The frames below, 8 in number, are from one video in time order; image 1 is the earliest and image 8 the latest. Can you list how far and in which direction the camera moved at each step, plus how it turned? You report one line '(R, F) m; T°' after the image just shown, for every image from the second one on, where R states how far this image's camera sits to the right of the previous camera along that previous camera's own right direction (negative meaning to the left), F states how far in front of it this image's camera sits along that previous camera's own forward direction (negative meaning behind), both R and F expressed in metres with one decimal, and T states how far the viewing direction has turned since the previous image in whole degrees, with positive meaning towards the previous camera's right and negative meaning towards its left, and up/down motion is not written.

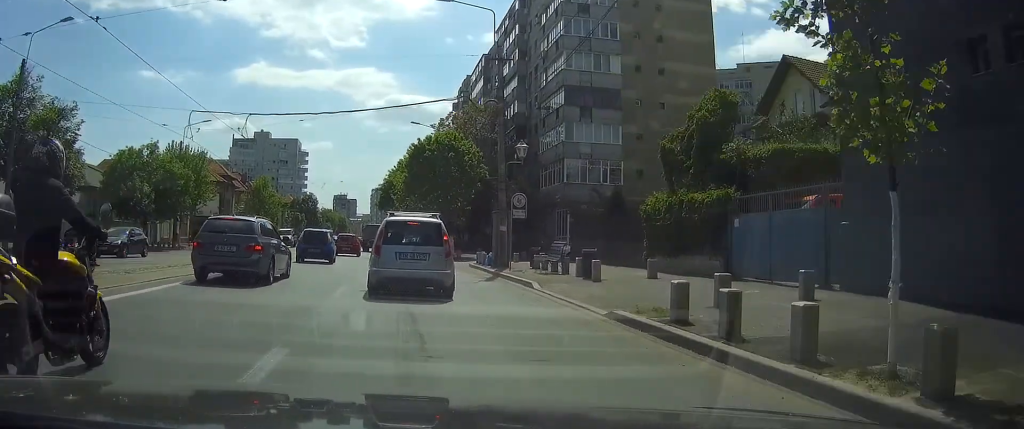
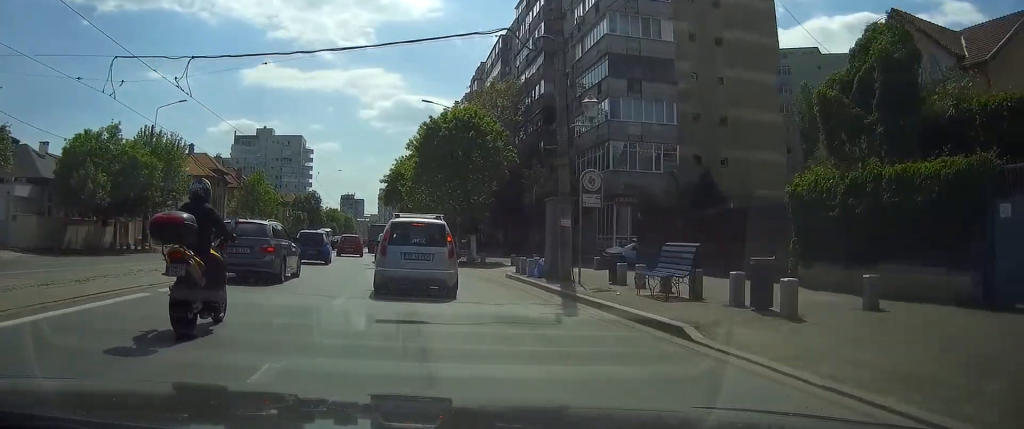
(0.0, +10.2) m; 0°
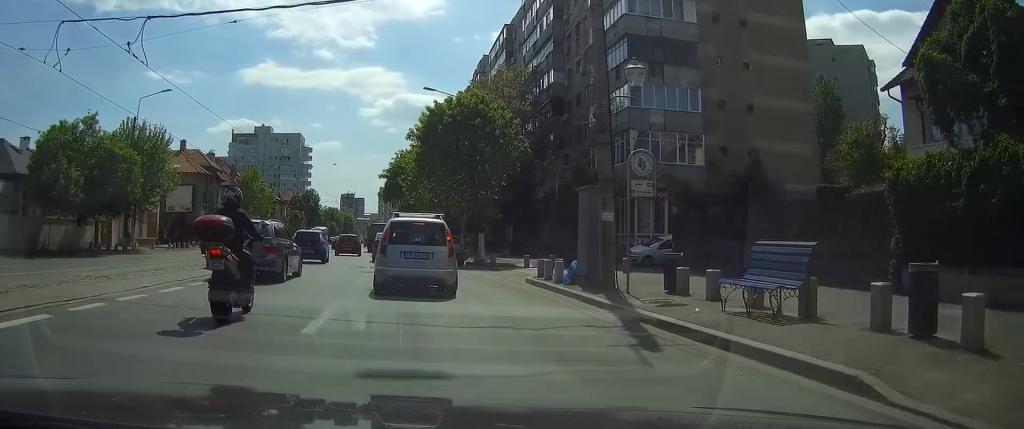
(-0.1, +4.2) m; 0°
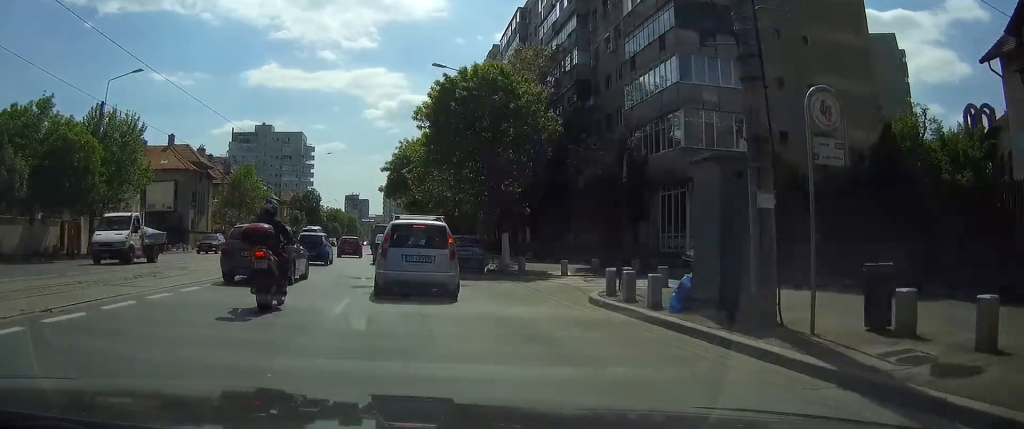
(+0.1, +7.1) m; 0°
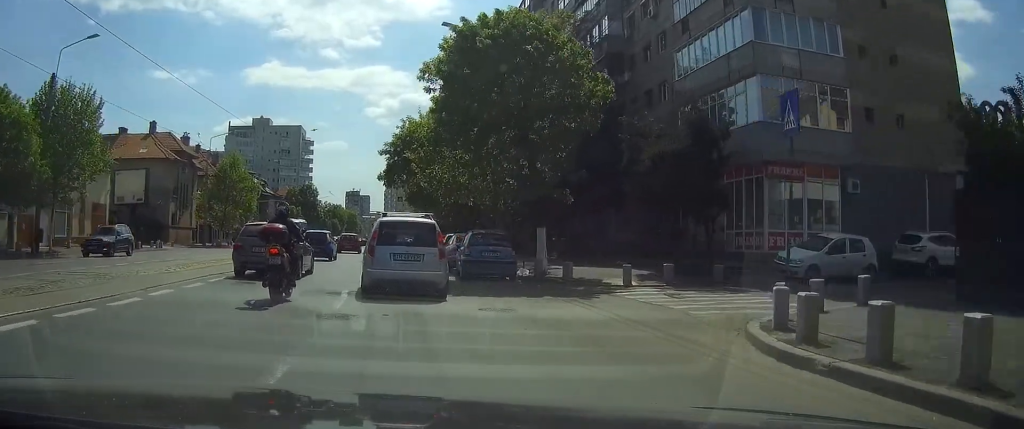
(0.0, +7.8) m; -1°
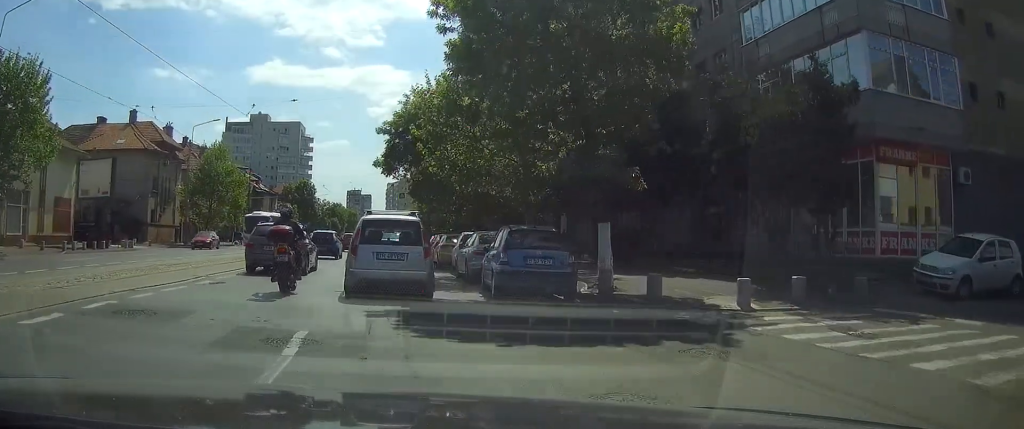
(-0.1, +7.1) m; 0°
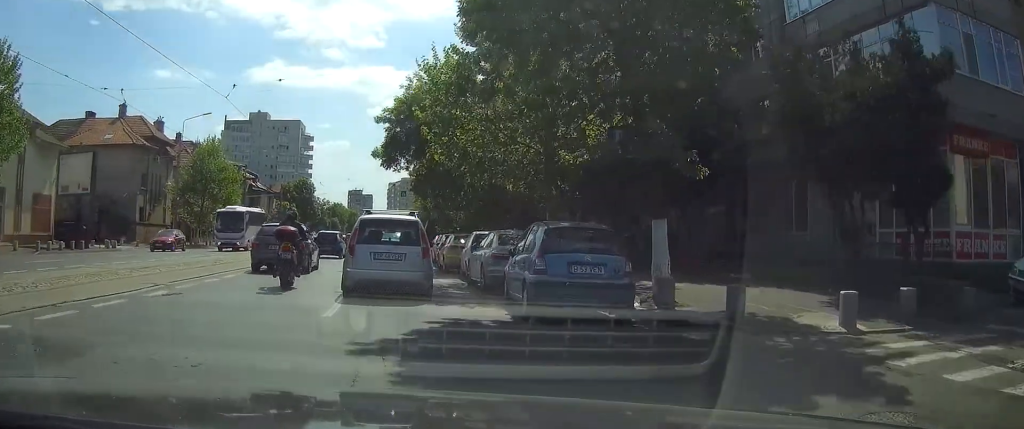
(0.0, +3.5) m; 0°
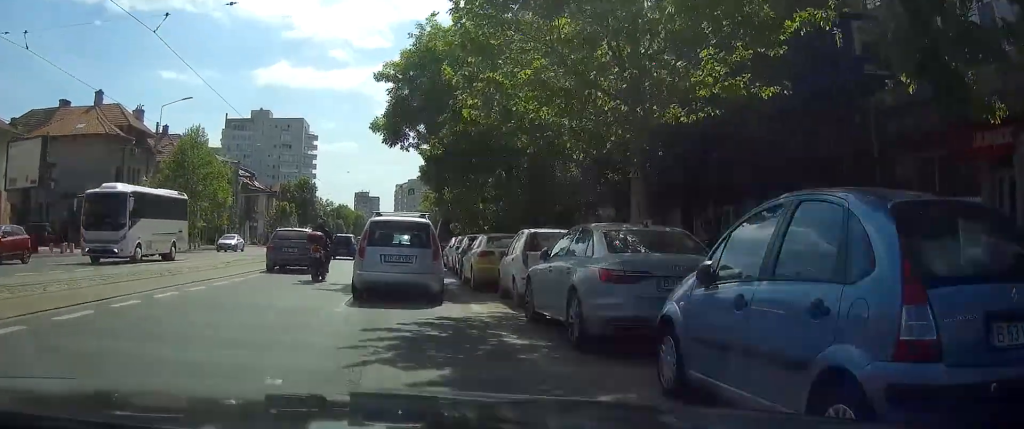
(0.0, +7.9) m; -1°
